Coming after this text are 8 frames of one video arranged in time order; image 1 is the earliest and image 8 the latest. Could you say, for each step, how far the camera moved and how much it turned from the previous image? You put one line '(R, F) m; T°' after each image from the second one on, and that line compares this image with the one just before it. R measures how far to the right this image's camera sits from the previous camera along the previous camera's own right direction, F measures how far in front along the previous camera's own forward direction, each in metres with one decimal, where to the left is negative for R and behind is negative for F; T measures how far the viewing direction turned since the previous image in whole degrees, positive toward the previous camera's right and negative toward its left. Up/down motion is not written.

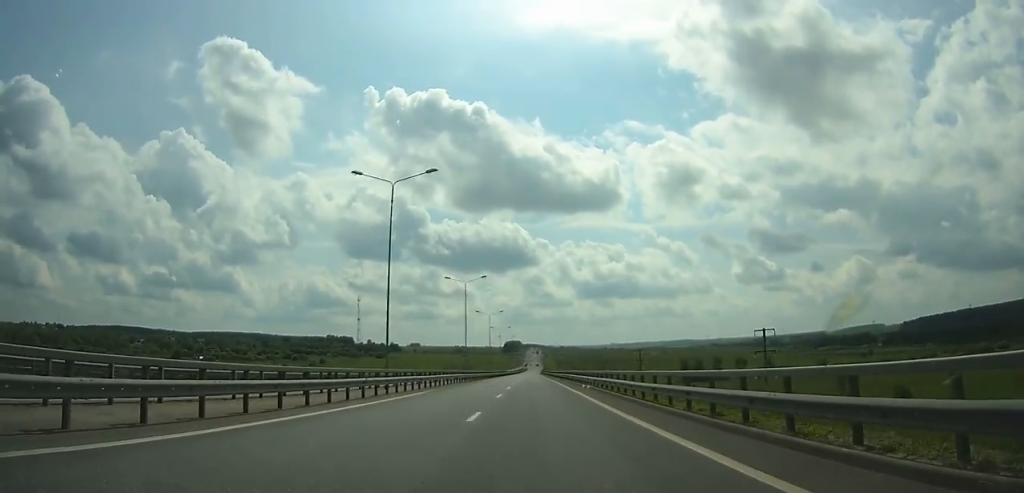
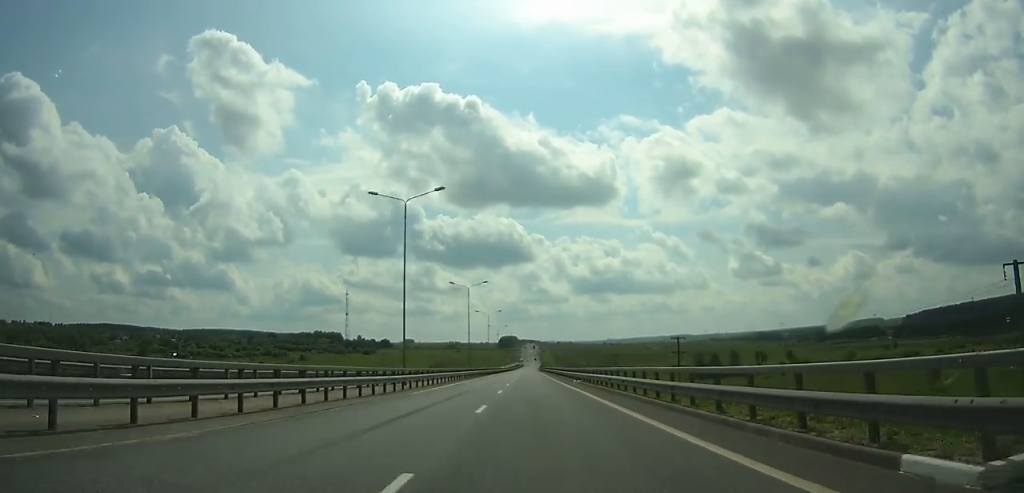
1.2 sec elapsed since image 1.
(0.0, +33.0) m; 0°
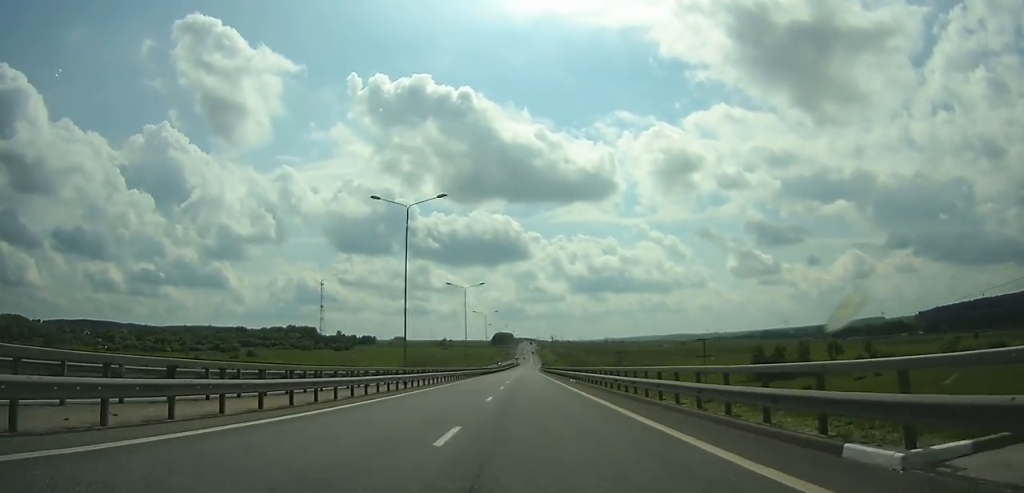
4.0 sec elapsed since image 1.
(-0.1, +78.8) m; 0°
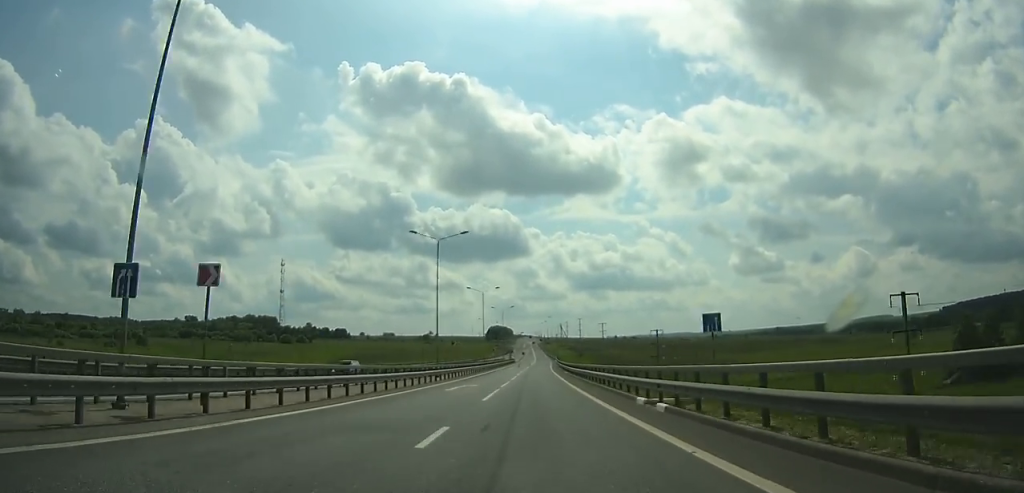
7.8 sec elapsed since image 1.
(+0.5, +109.7) m; +1°
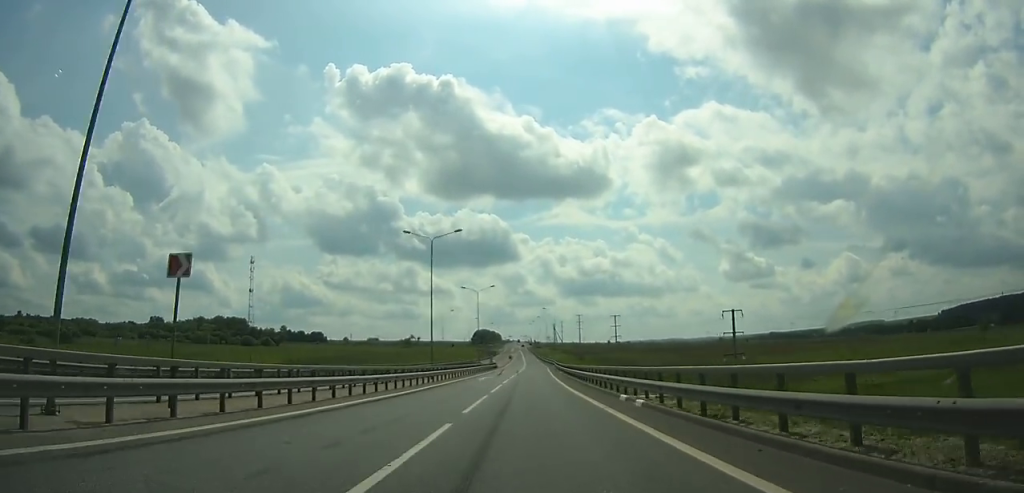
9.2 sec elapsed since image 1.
(-0.1, +39.7) m; 0°
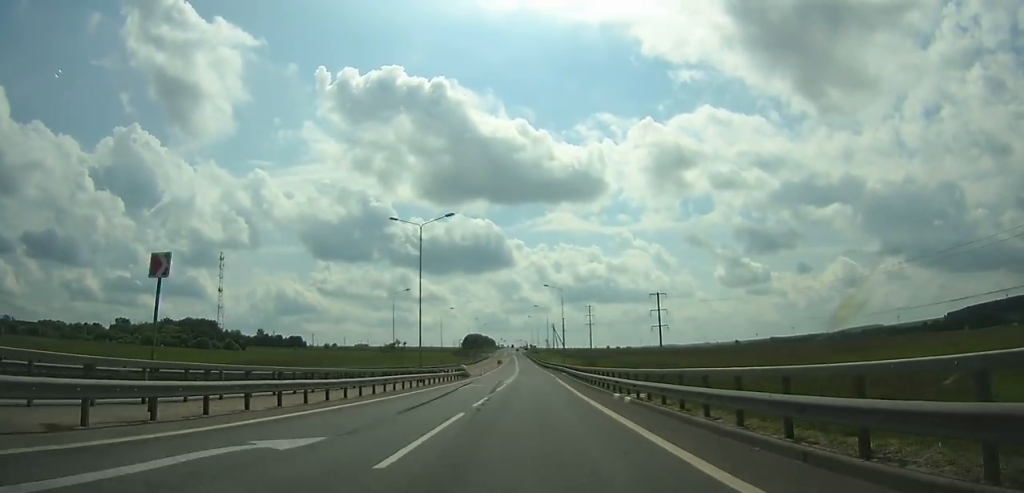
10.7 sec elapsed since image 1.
(+0.2, +43.1) m; 0°
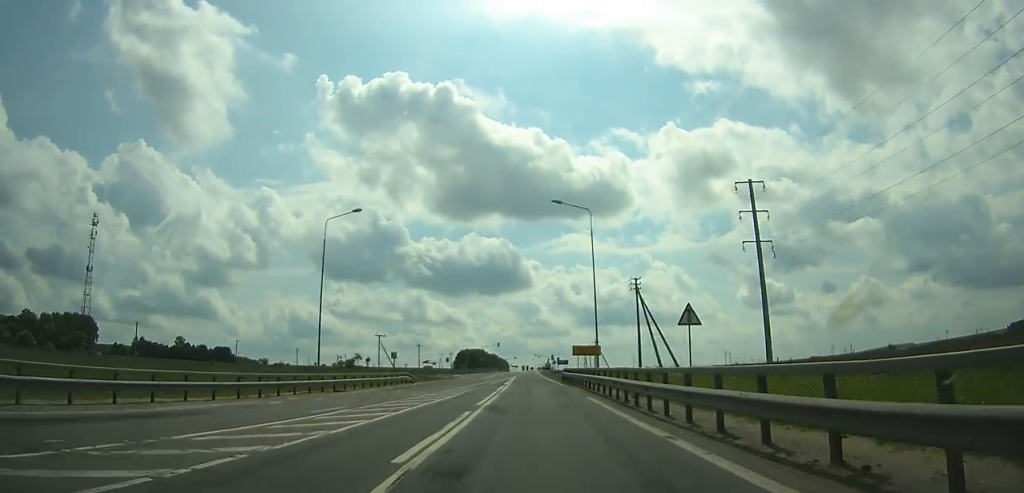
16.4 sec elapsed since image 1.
(+0.1, +165.4) m; -1°
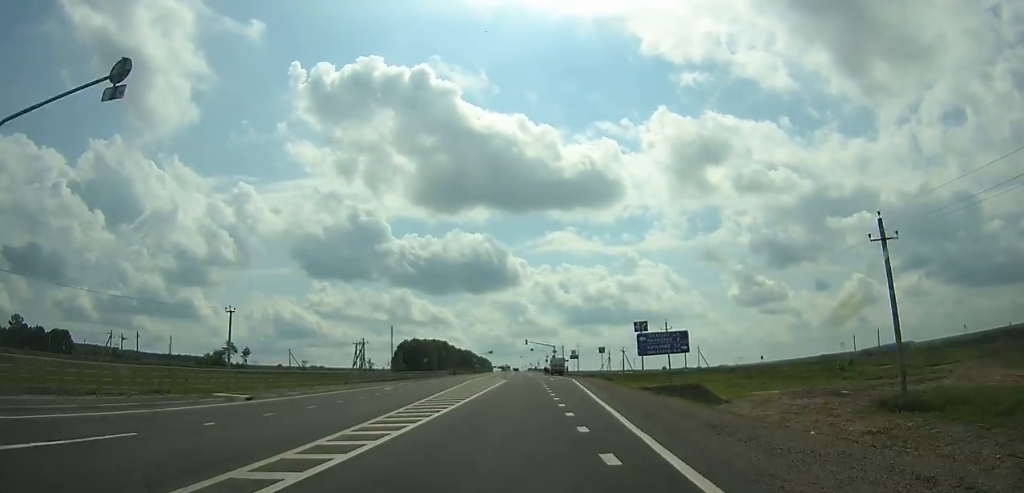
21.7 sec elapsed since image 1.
(-0.3, +148.5) m; 0°
